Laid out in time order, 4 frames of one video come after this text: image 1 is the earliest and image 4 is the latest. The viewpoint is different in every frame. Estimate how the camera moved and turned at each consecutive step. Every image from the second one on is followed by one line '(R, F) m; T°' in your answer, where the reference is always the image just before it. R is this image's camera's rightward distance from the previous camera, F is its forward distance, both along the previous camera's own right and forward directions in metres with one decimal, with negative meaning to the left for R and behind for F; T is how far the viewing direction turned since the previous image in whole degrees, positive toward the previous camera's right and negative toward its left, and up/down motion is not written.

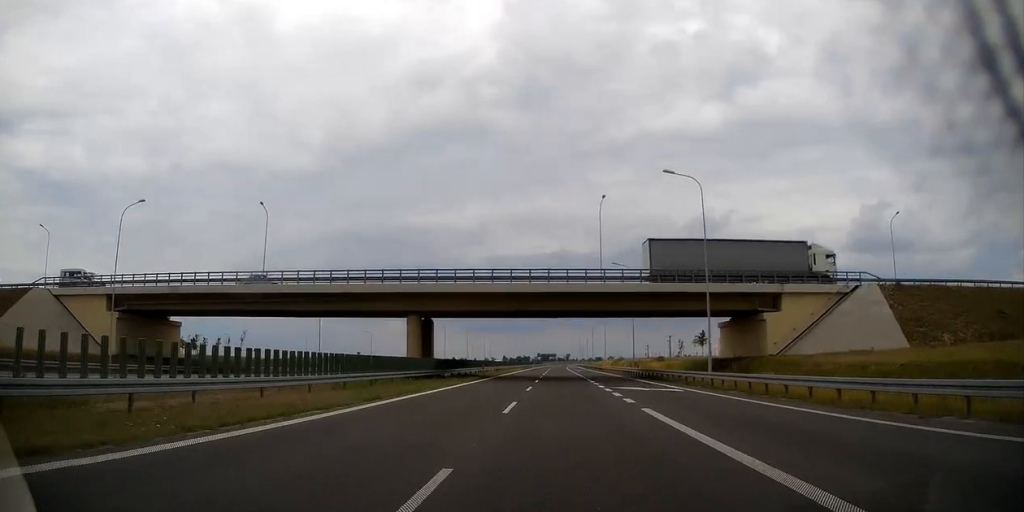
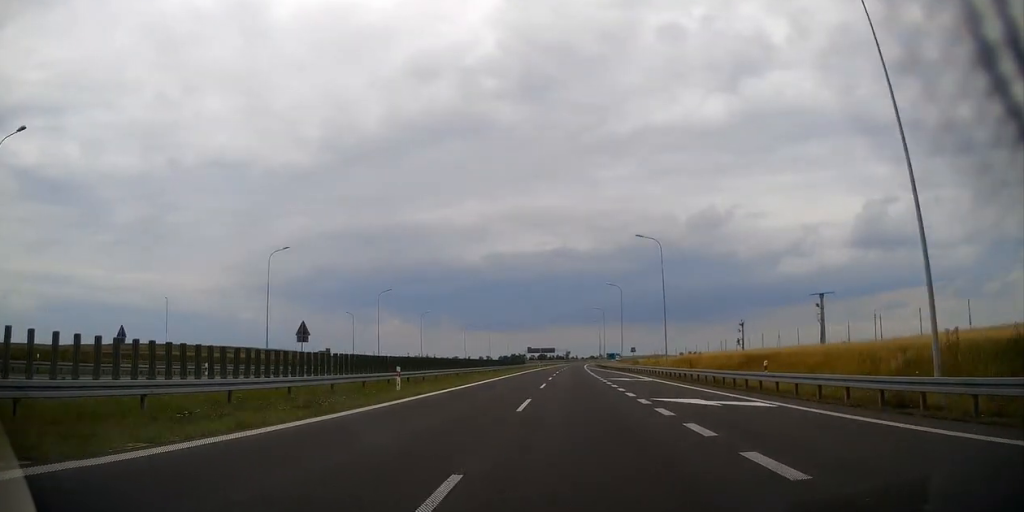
(-0.7, +136.3) m; 0°
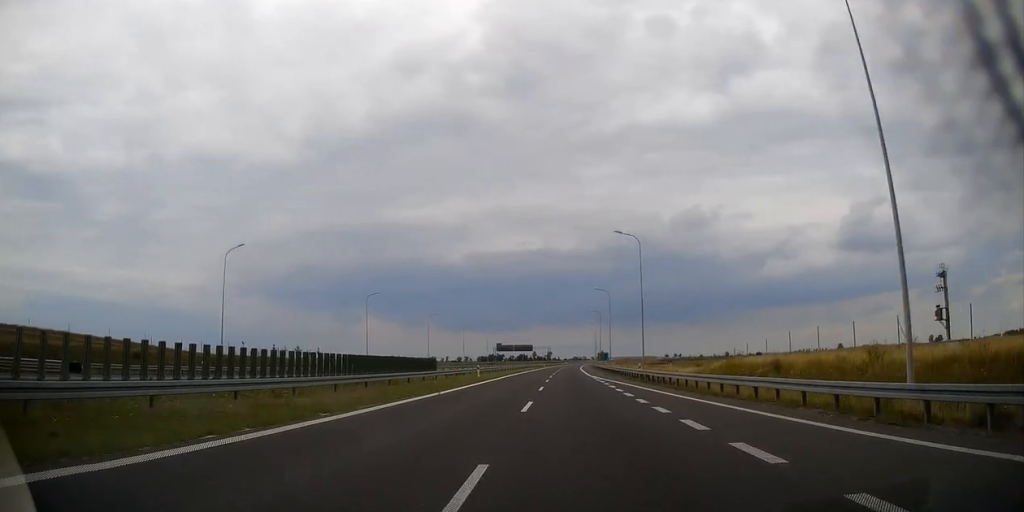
(+0.4, +75.9) m; +1°
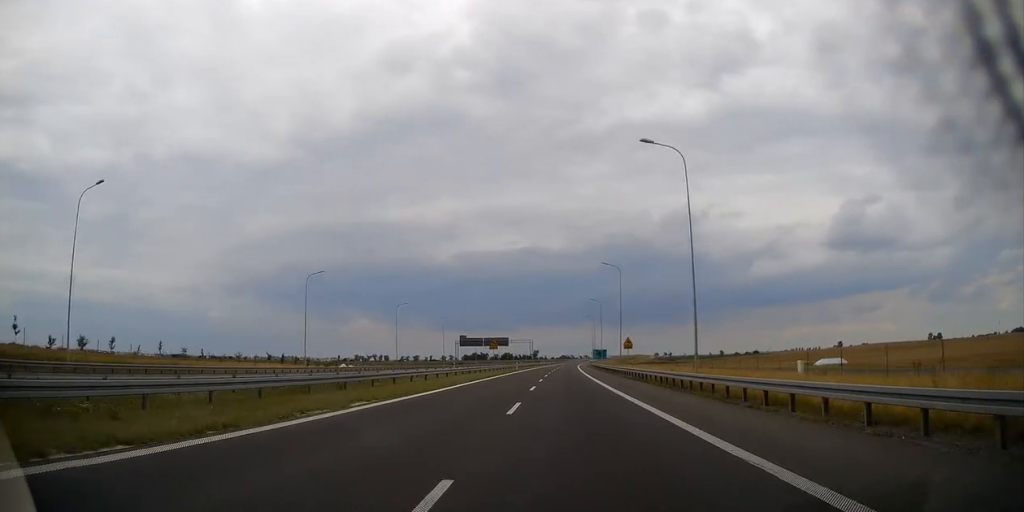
(+1.3, +61.8) m; +2°
